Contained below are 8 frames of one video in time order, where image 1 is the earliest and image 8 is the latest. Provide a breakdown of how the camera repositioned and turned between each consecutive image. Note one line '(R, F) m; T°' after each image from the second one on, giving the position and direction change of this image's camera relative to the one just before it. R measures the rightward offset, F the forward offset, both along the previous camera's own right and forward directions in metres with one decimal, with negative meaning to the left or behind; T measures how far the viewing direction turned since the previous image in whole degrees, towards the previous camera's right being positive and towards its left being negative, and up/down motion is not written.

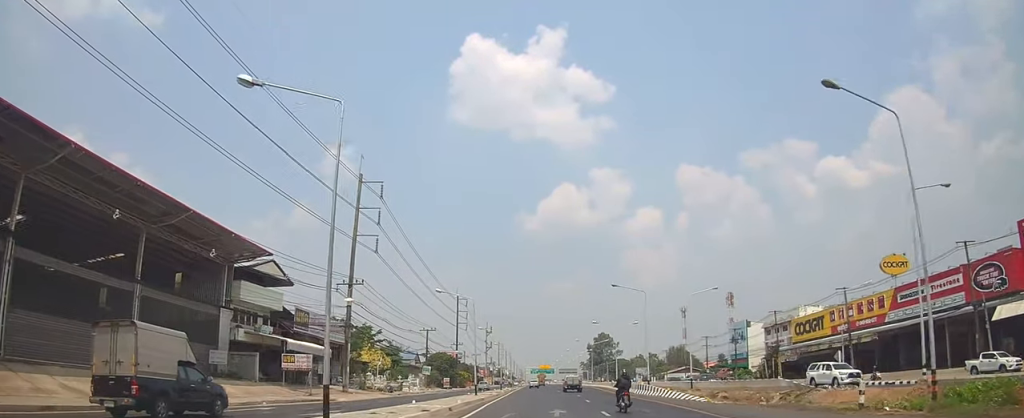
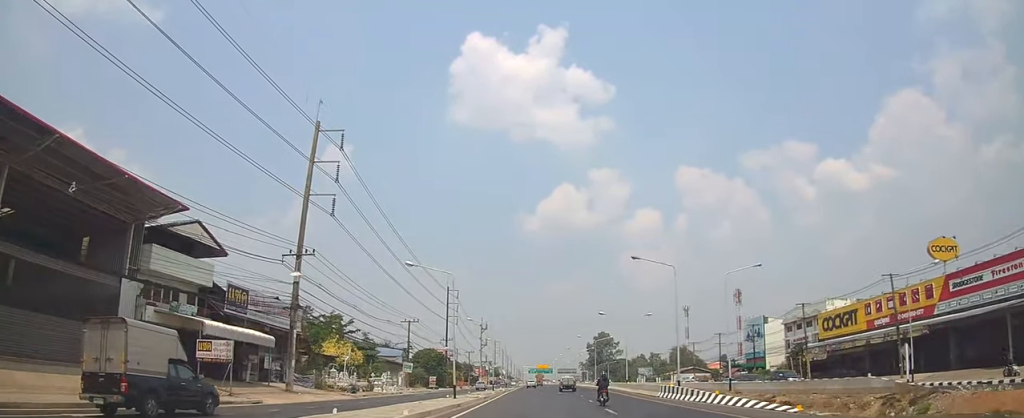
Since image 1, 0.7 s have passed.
(-0.3, +11.1) m; 0°
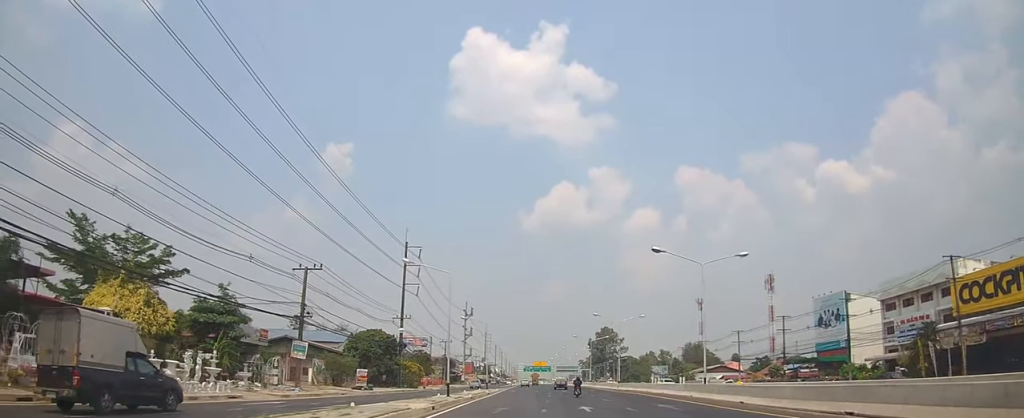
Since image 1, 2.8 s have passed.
(+0.3, +34.5) m; +1°
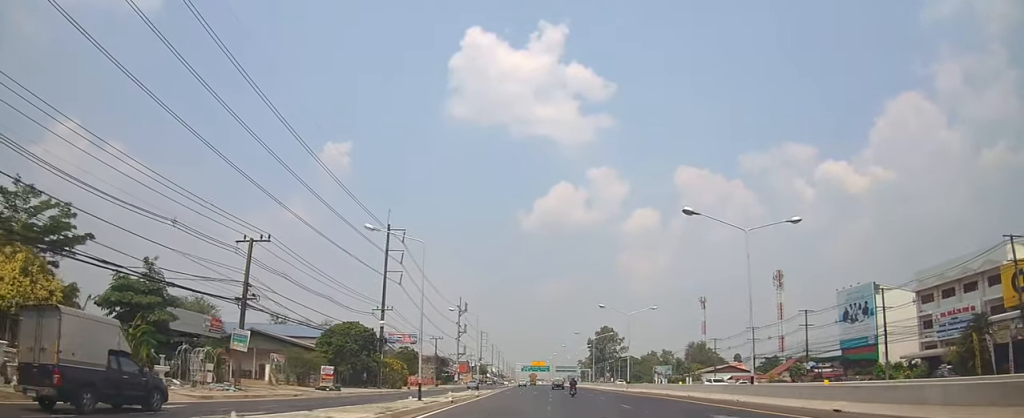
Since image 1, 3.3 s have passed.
(0.0, +8.8) m; 0°
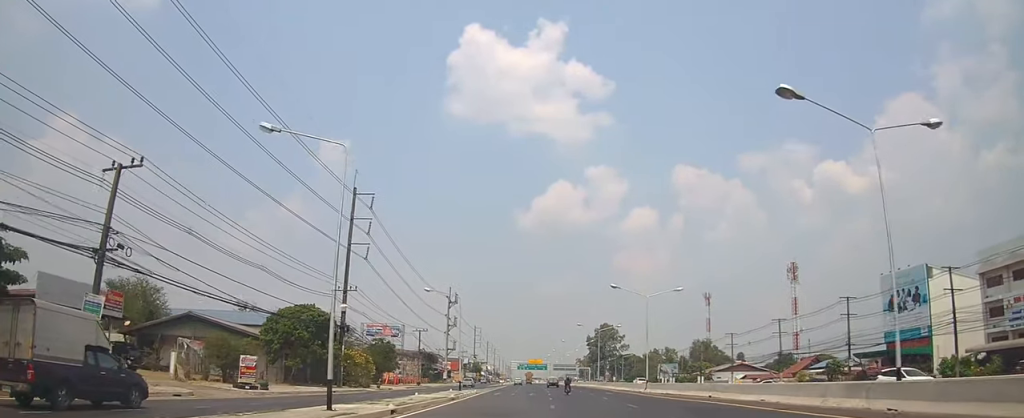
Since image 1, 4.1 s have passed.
(0.0, +12.9) m; 0°
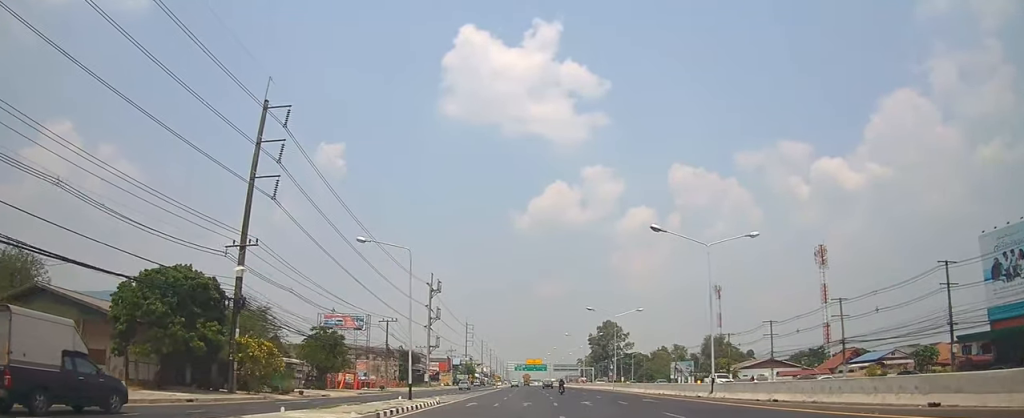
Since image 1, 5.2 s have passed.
(0.0, +20.2) m; 0°
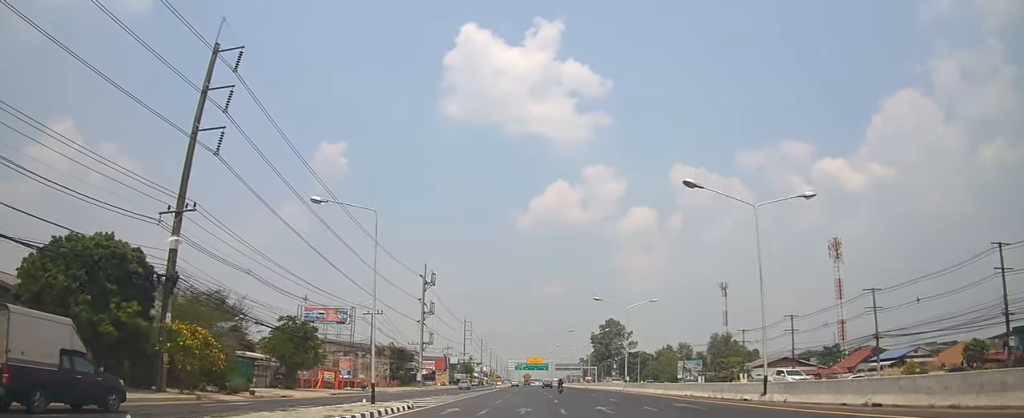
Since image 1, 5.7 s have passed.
(-0.1, +7.5) m; 0°
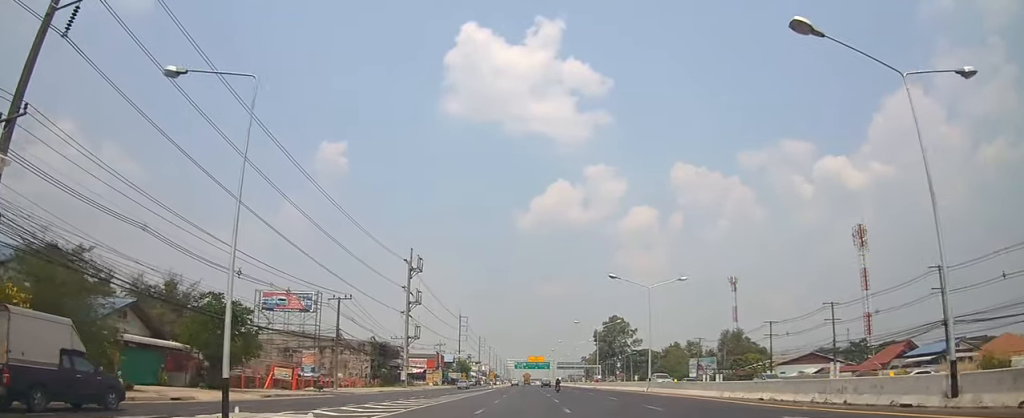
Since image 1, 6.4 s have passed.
(0.0, +12.2) m; 0°
